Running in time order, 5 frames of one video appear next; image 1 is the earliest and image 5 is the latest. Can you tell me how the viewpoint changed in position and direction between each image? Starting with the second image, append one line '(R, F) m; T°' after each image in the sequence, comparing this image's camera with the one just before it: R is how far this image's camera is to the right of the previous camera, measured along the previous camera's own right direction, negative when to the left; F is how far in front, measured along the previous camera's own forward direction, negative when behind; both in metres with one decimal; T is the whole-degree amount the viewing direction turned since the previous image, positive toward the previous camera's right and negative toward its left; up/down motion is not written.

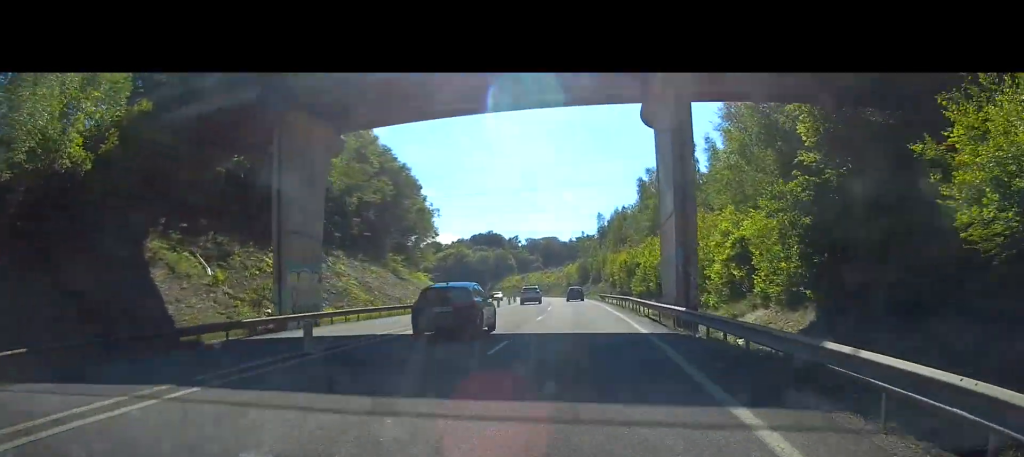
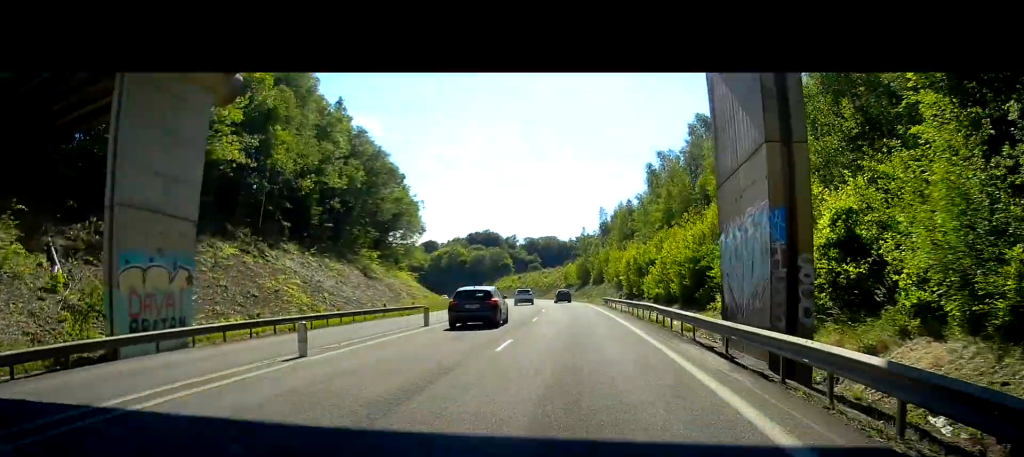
(0.0, +12.3) m; -1°
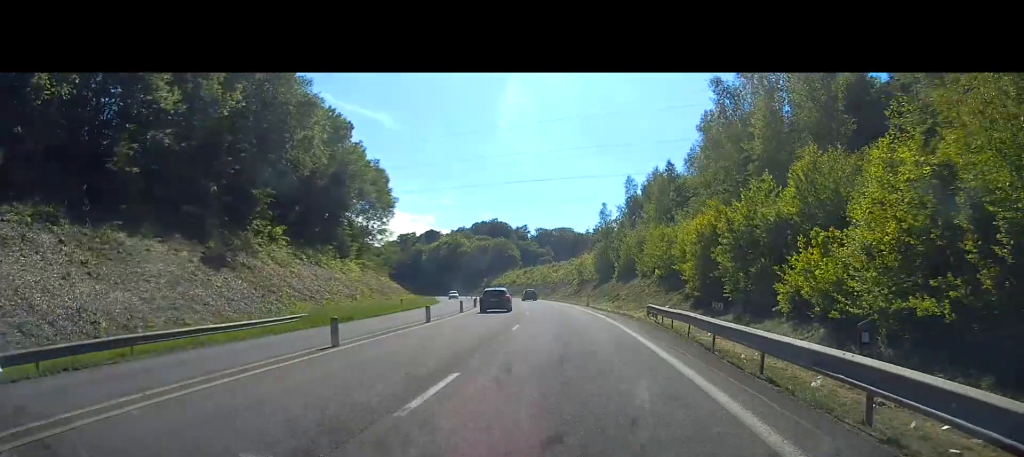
(-0.4, +33.5) m; -1°
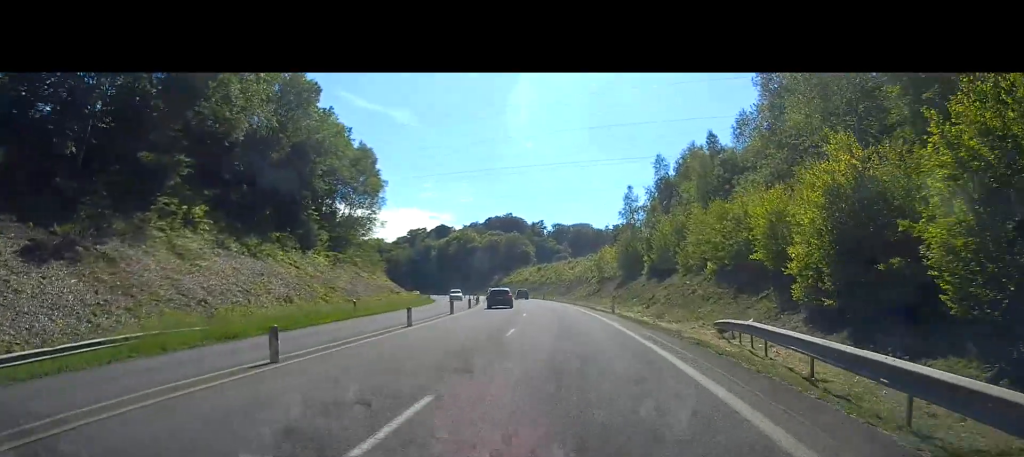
(+0.2, +15.6) m; -8°
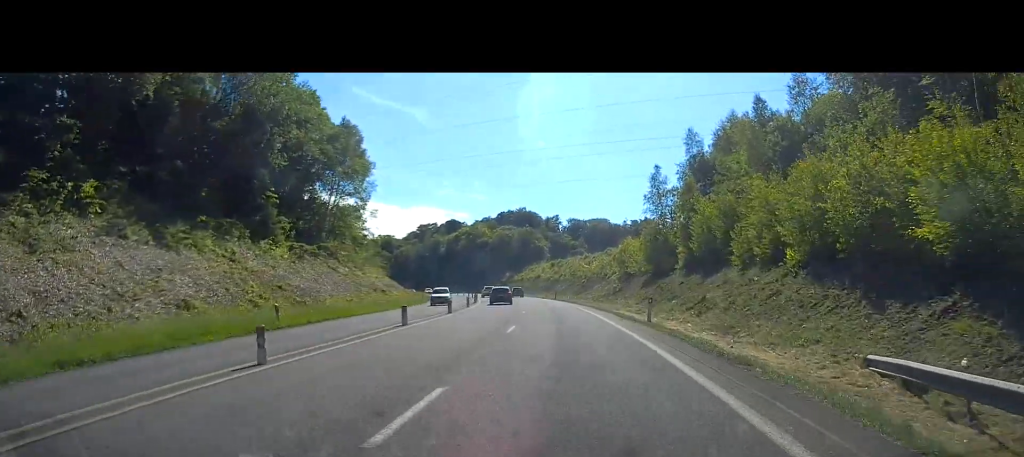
(-1.7, +12.5) m; -6°
